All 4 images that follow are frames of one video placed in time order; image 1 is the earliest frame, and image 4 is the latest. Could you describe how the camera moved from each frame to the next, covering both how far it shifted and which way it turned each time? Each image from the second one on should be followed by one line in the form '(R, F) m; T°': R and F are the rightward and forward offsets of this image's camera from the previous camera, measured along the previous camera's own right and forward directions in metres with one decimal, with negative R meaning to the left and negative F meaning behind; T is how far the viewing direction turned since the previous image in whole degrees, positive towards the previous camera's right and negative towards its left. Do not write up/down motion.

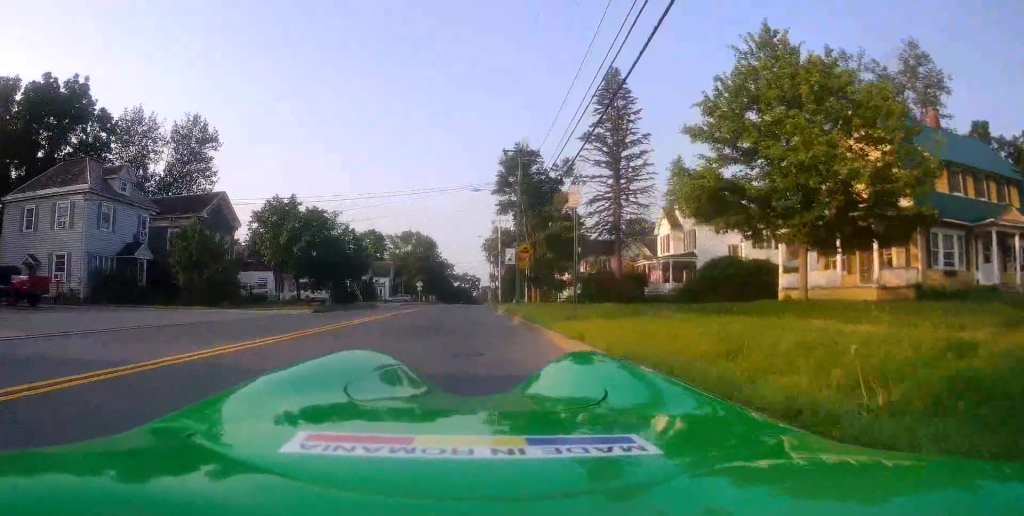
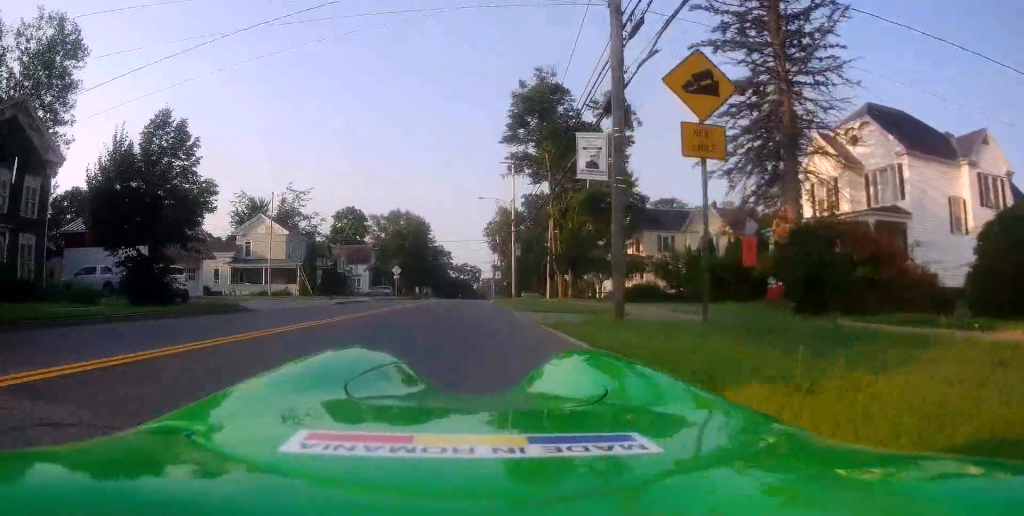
(-0.8, +26.0) m; -2°
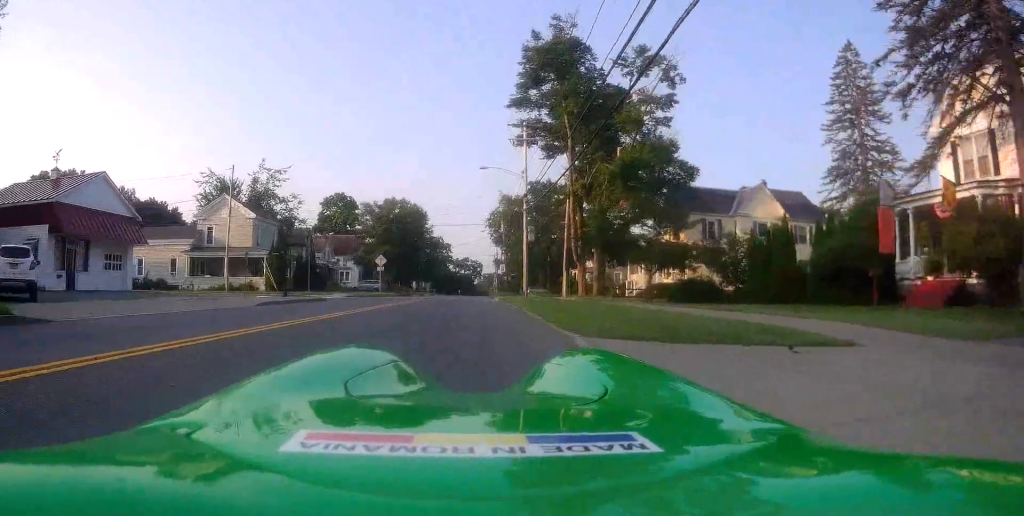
(+0.4, +10.7) m; +2°
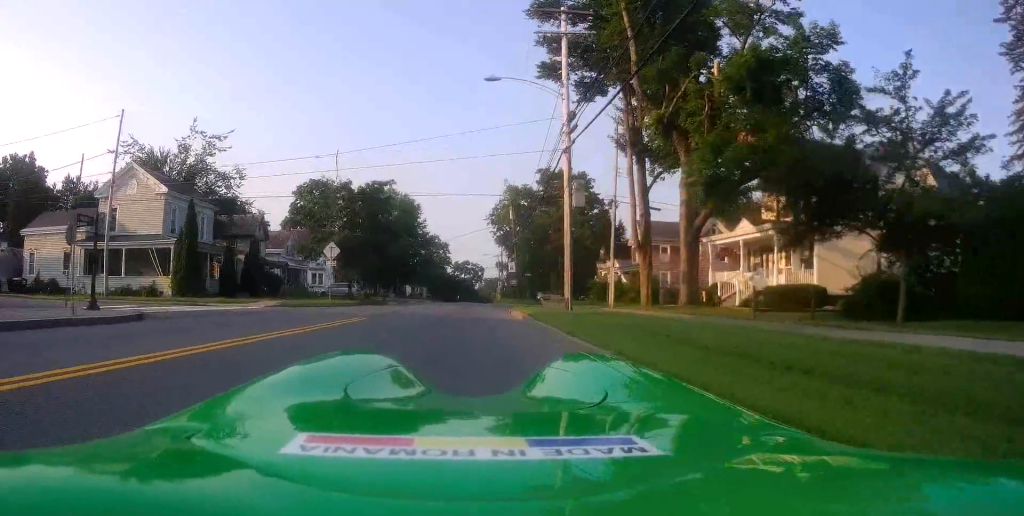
(0.0, +17.6) m; 0°
